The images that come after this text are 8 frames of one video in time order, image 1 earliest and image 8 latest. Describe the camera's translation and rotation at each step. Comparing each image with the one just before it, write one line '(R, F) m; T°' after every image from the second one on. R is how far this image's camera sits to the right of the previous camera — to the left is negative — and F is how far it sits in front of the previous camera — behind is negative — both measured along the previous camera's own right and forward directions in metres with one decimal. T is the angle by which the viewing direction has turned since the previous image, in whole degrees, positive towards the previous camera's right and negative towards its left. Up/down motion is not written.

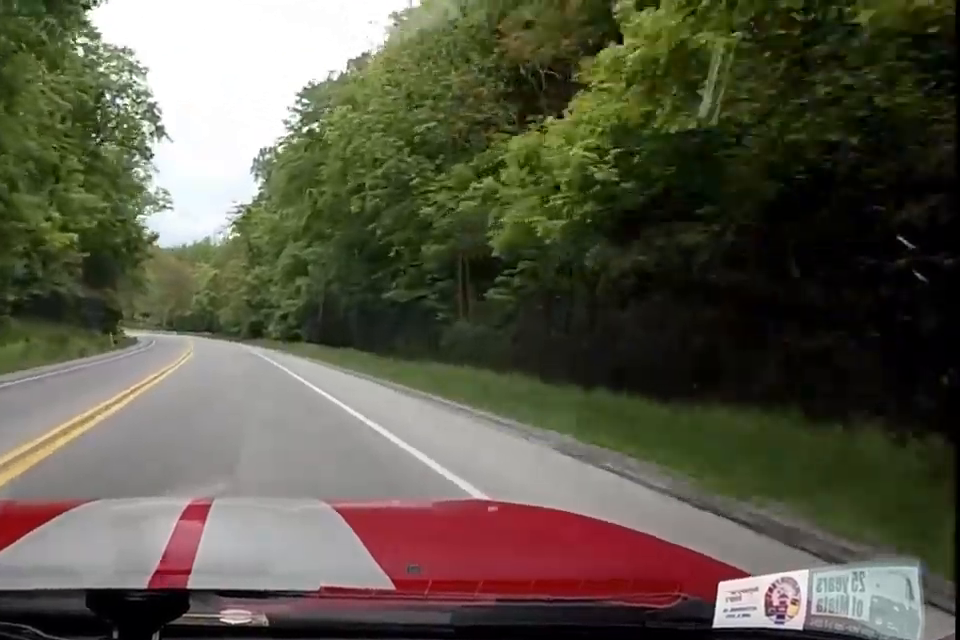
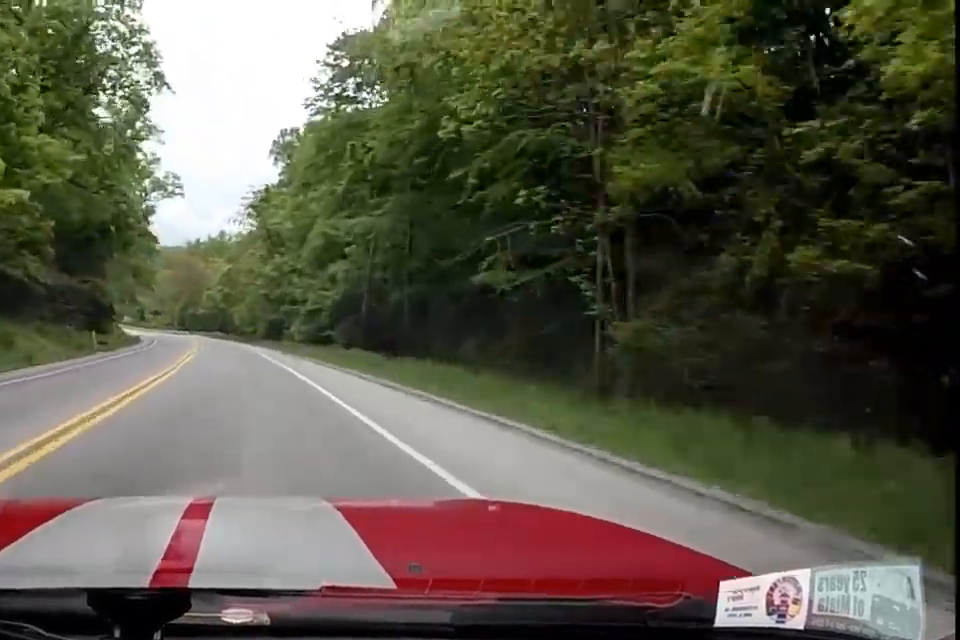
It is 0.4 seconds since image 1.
(0.0, +10.7) m; 0°
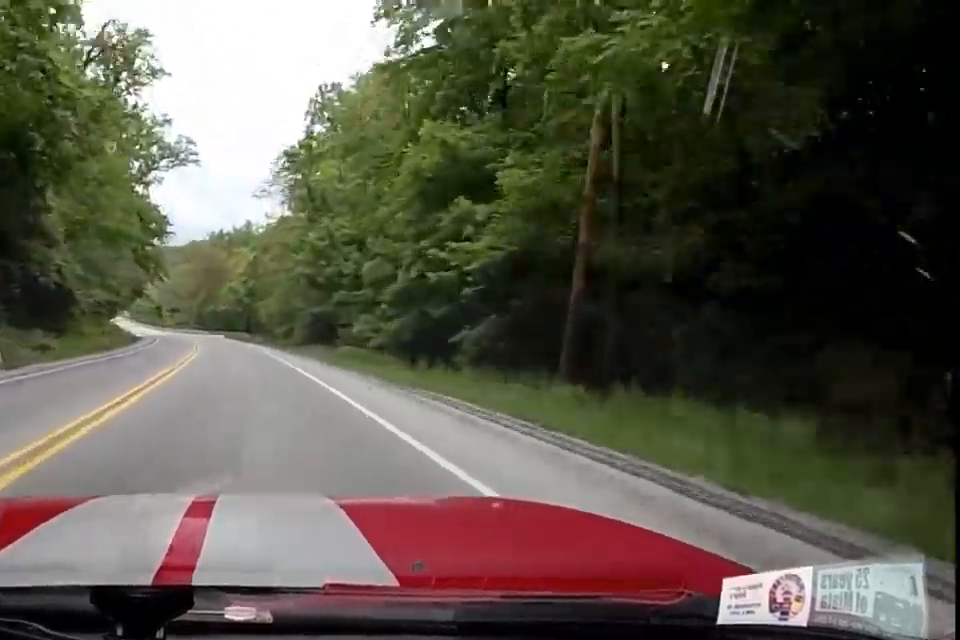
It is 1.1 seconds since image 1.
(0.0, +19.7) m; -2°
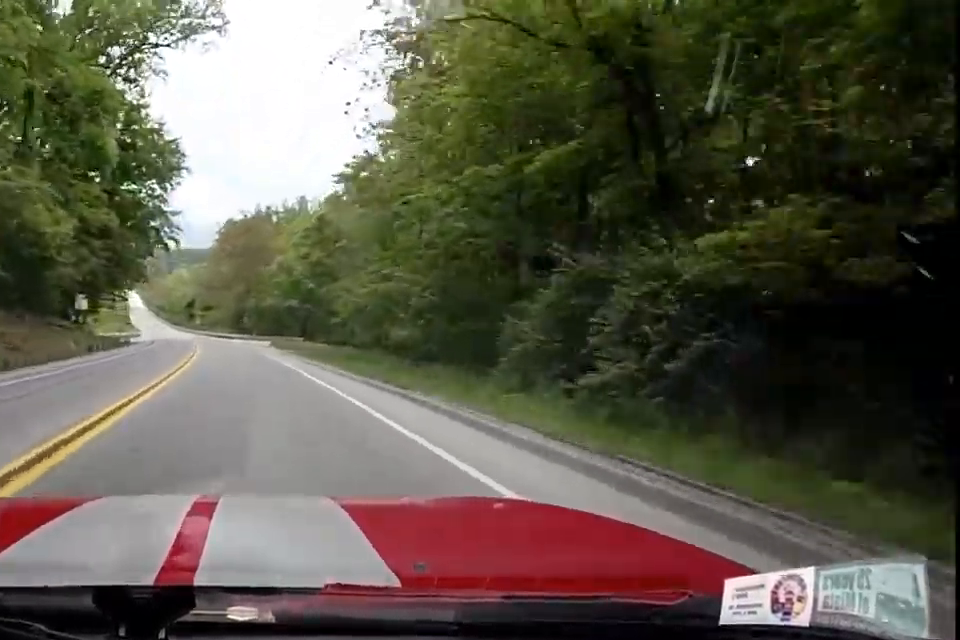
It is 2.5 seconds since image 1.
(-2.2, +36.2) m; -5°
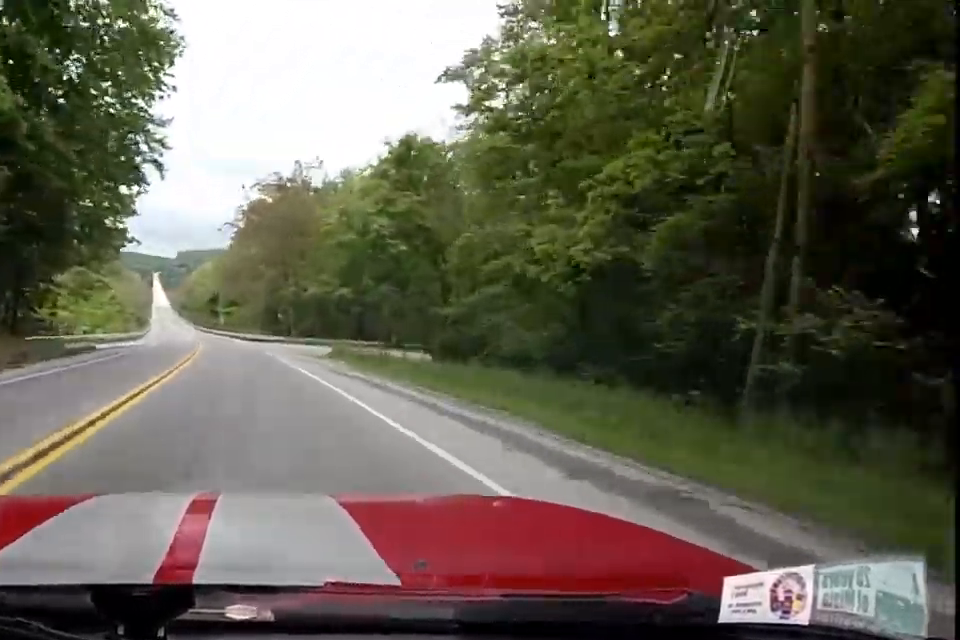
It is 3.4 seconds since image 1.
(+0.1, +23.4) m; -2°
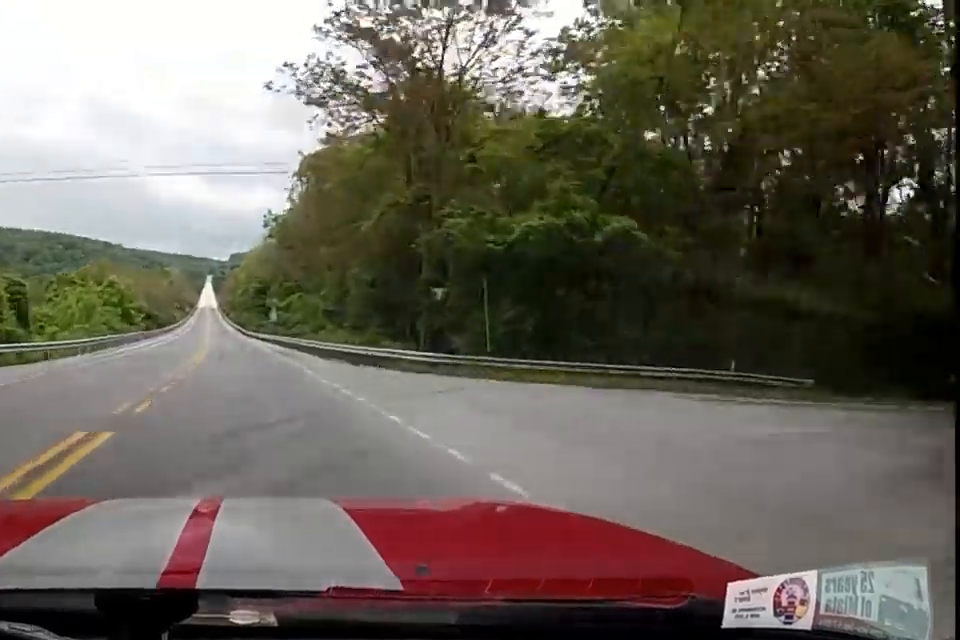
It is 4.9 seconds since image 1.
(-2.4, +38.6) m; -6°
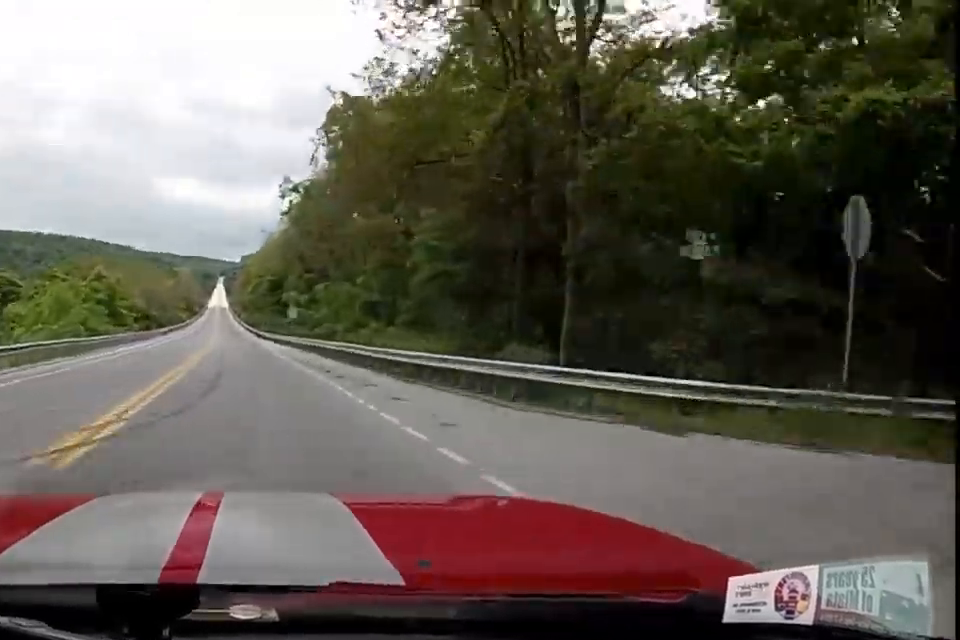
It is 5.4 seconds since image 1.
(-0.2, +11.9) m; 0°
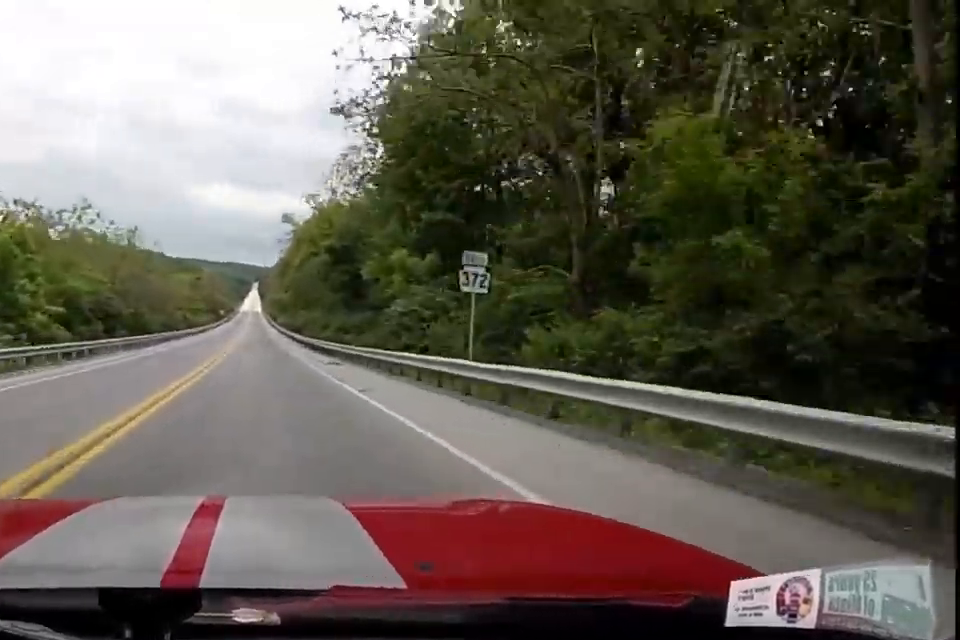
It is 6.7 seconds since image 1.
(-0.2, +32.5) m; 0°
